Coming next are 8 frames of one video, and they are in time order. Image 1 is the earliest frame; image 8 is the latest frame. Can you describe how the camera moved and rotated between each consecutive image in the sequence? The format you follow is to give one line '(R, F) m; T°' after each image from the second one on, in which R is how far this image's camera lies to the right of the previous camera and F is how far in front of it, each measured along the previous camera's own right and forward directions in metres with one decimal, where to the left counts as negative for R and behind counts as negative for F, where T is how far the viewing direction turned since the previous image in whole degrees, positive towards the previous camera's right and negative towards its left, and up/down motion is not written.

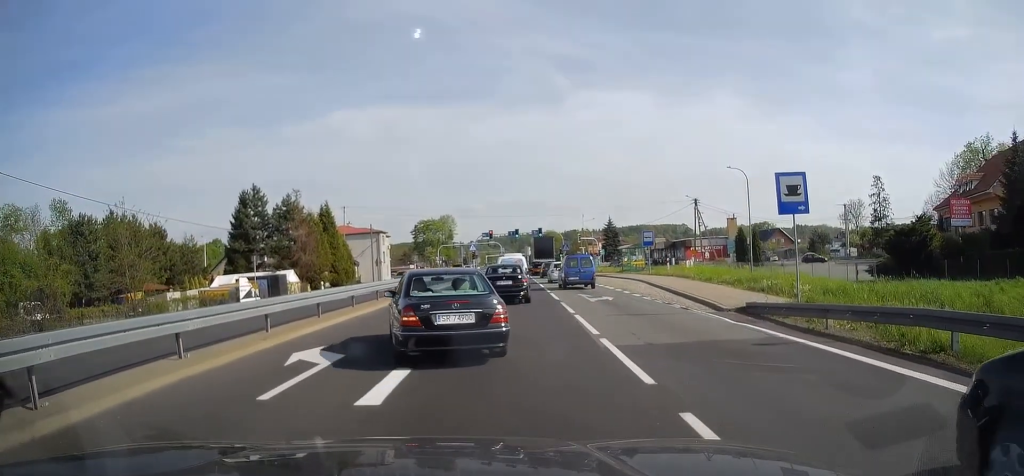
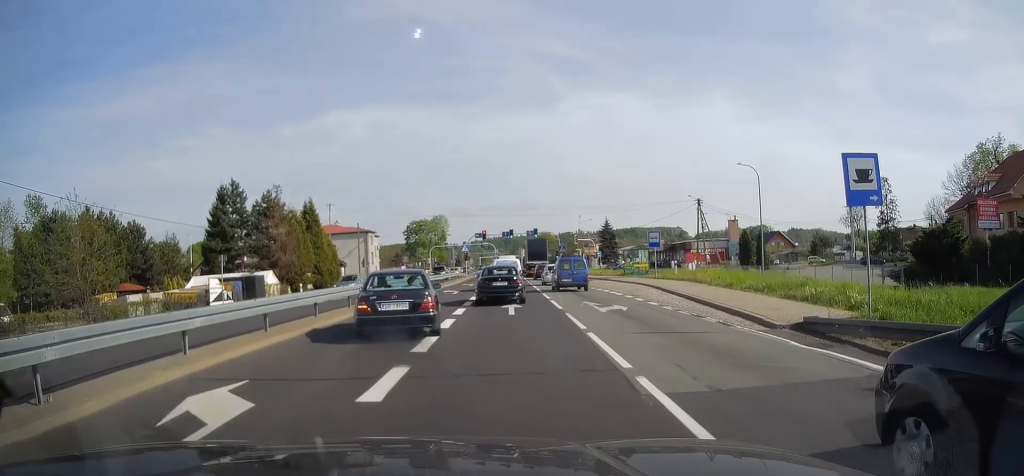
(0.0, +3.0) m; -1°
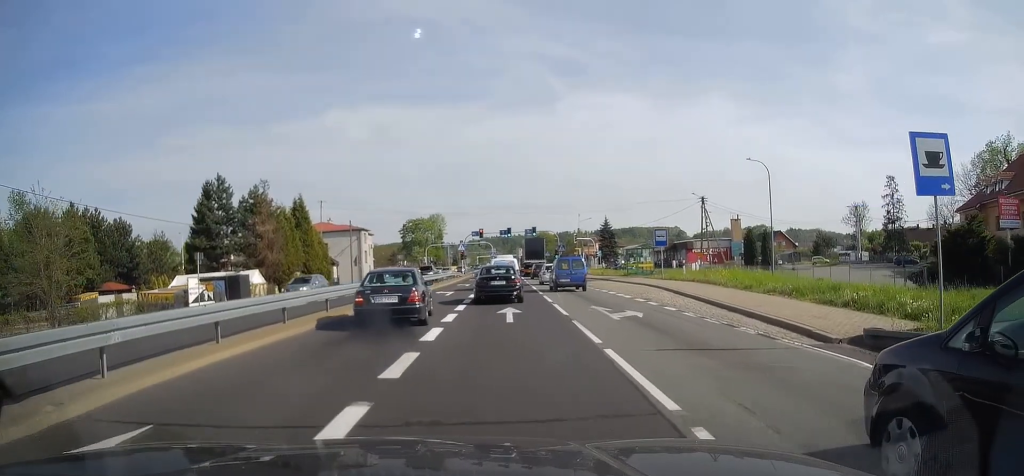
(0.0, +2.2) m; 0°
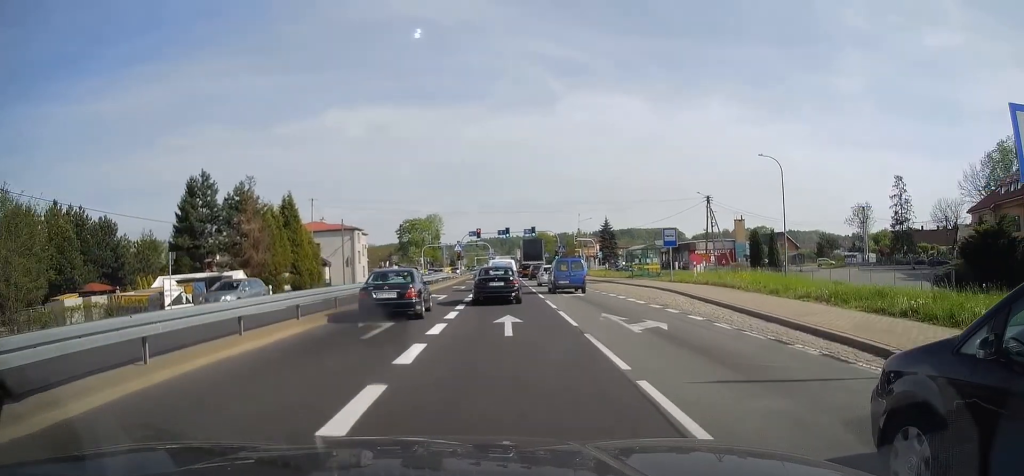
(0.0, +2.2) m; +1°
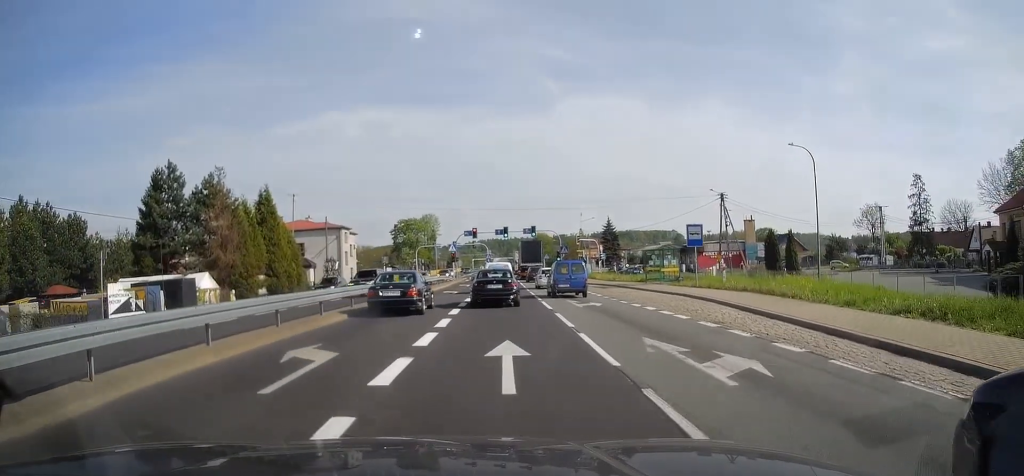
(+0.1, +4.8) m; 0°
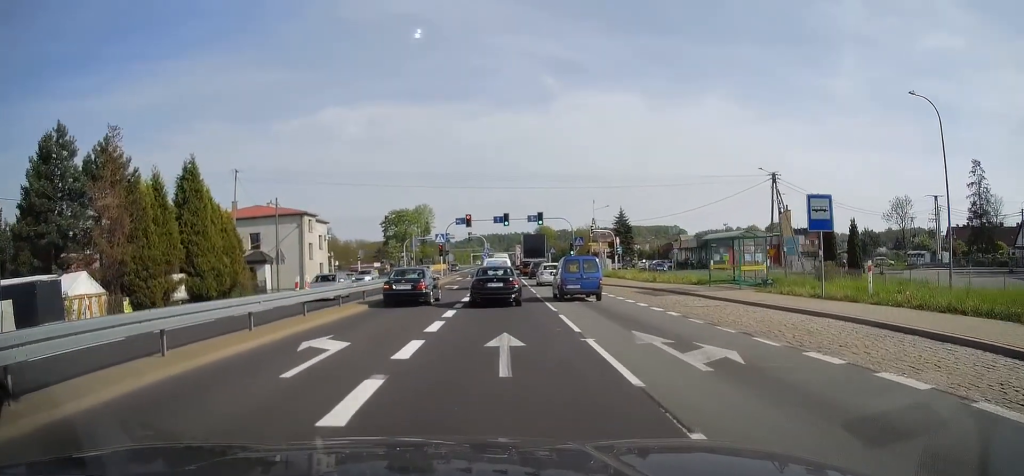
(-0.2, +12.5) m; -2°
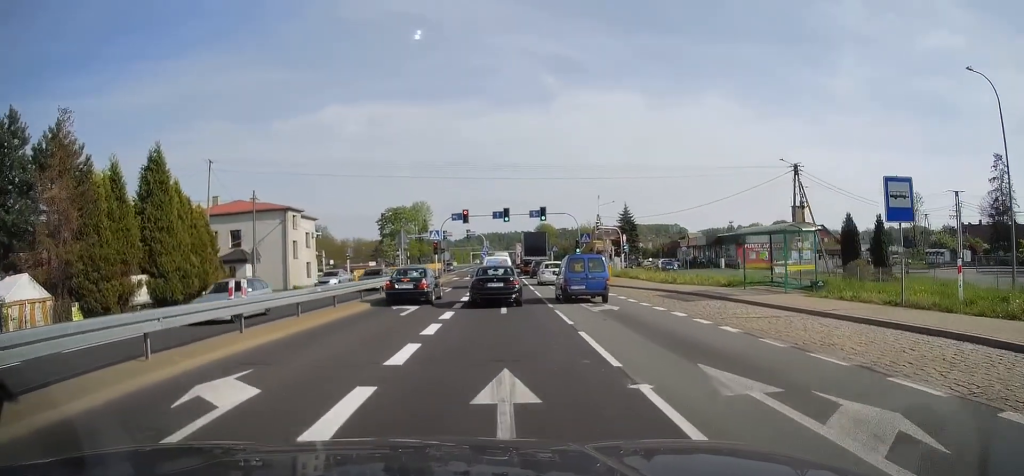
(0.0, +4.4) m; 0°
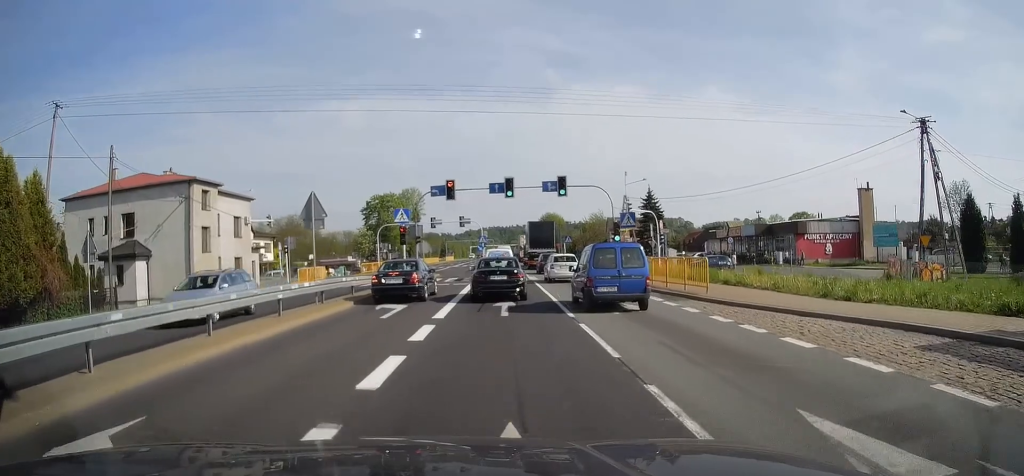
(-0.2, +17.1) m; 0°
